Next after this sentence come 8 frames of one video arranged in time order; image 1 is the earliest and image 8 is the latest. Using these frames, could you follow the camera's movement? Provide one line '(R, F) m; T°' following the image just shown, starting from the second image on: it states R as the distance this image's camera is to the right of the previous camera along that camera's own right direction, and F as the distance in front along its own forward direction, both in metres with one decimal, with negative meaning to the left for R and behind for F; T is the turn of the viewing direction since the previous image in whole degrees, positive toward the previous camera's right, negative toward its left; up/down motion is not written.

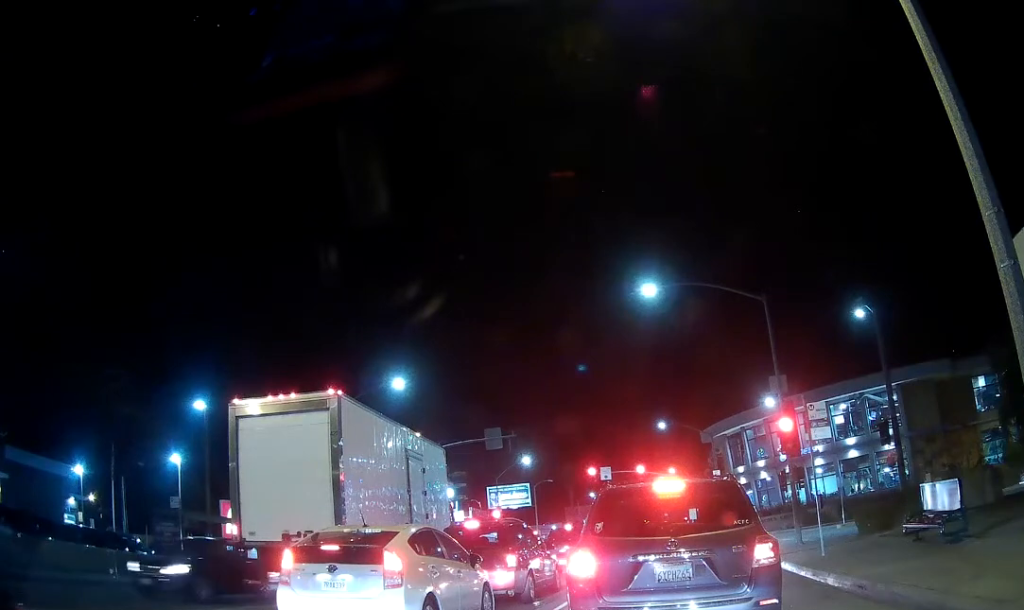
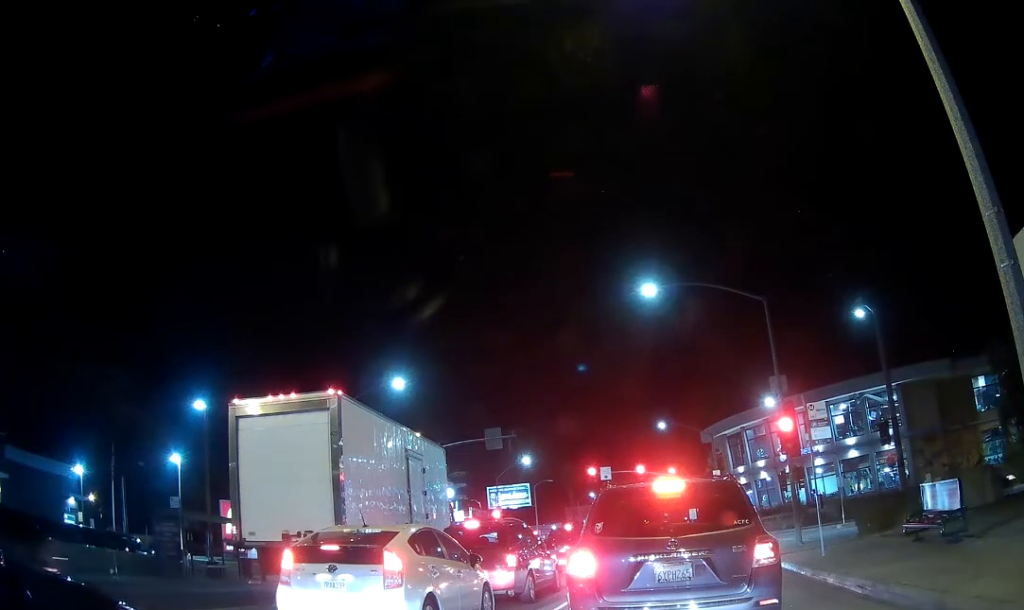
(0.0, 0.0) m; 0°
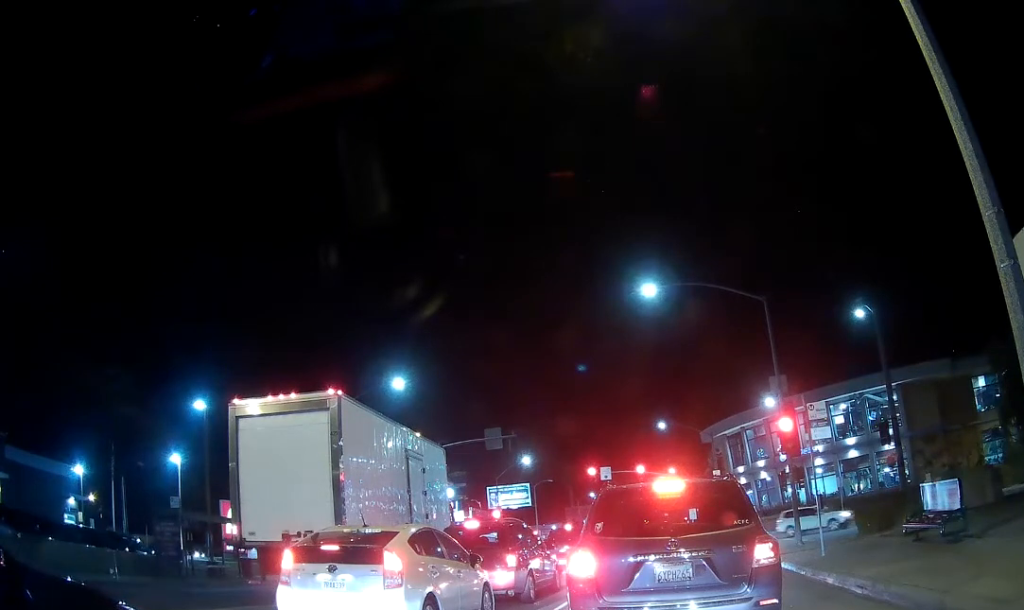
(0.0, 0.0) m; 0°
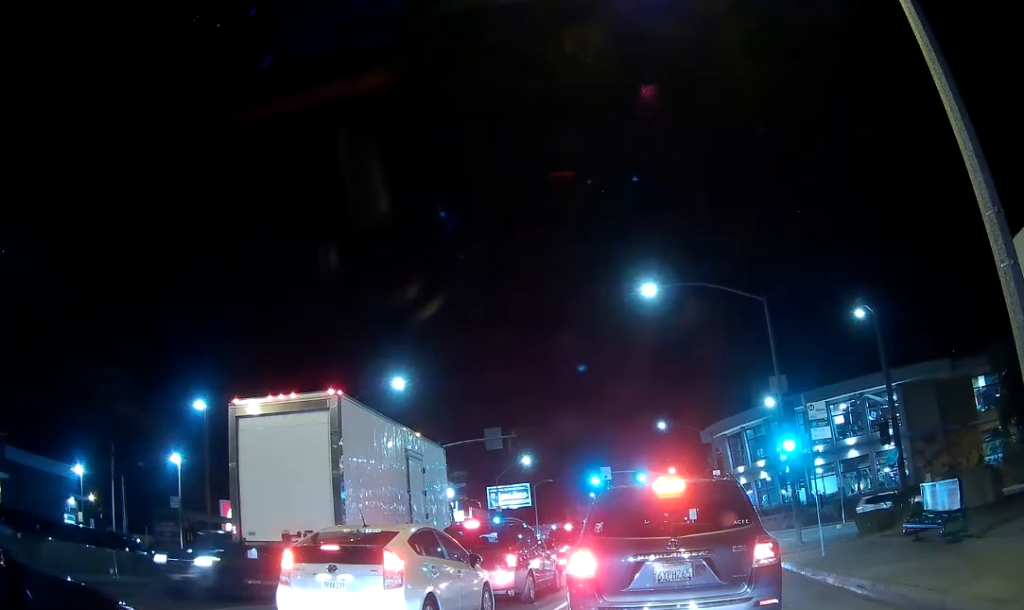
(0.0, 0.0) m; 0°
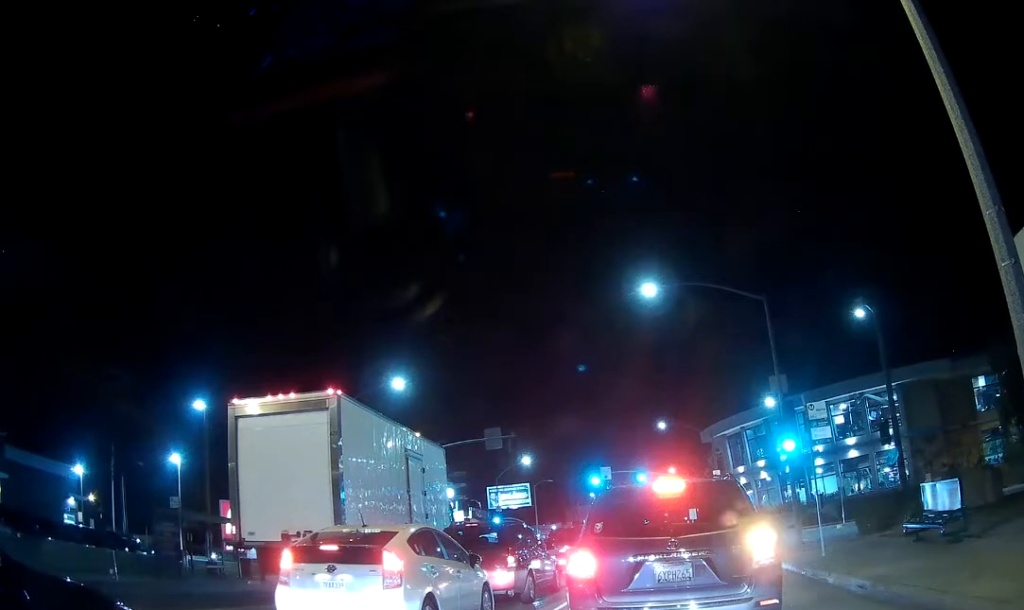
(0.0, 0.0) m; 0°
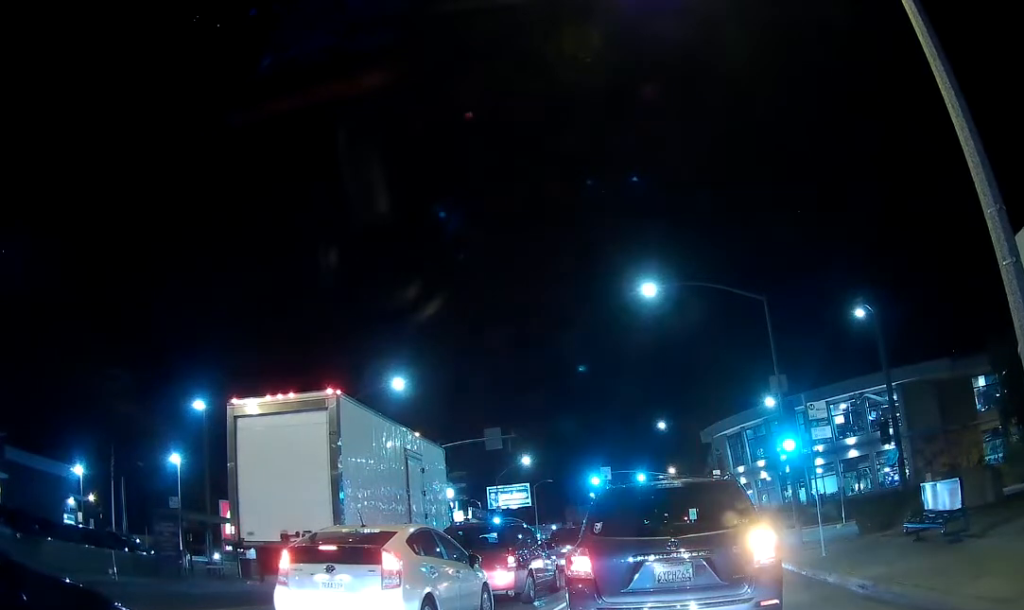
(0.0, 0.0) m; 0°
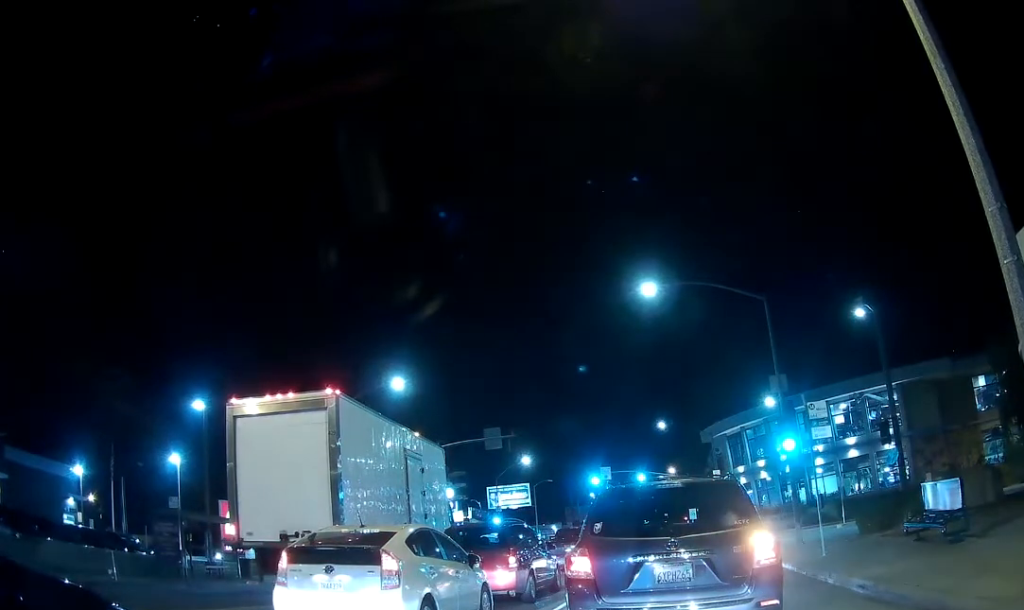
(0.0, 0.0) m; 0°
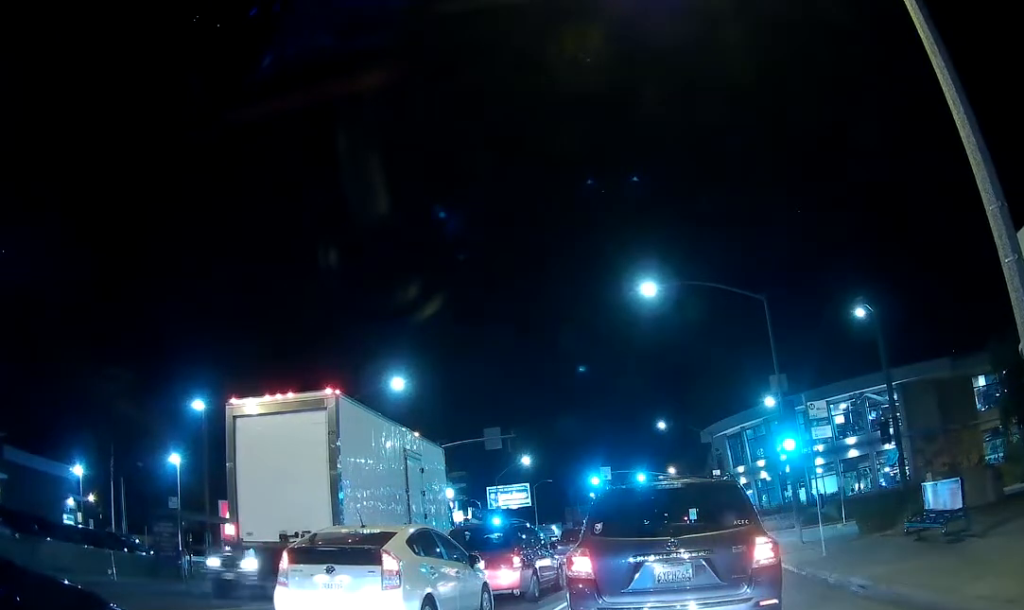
(0.0, 0.0) m; 0°
